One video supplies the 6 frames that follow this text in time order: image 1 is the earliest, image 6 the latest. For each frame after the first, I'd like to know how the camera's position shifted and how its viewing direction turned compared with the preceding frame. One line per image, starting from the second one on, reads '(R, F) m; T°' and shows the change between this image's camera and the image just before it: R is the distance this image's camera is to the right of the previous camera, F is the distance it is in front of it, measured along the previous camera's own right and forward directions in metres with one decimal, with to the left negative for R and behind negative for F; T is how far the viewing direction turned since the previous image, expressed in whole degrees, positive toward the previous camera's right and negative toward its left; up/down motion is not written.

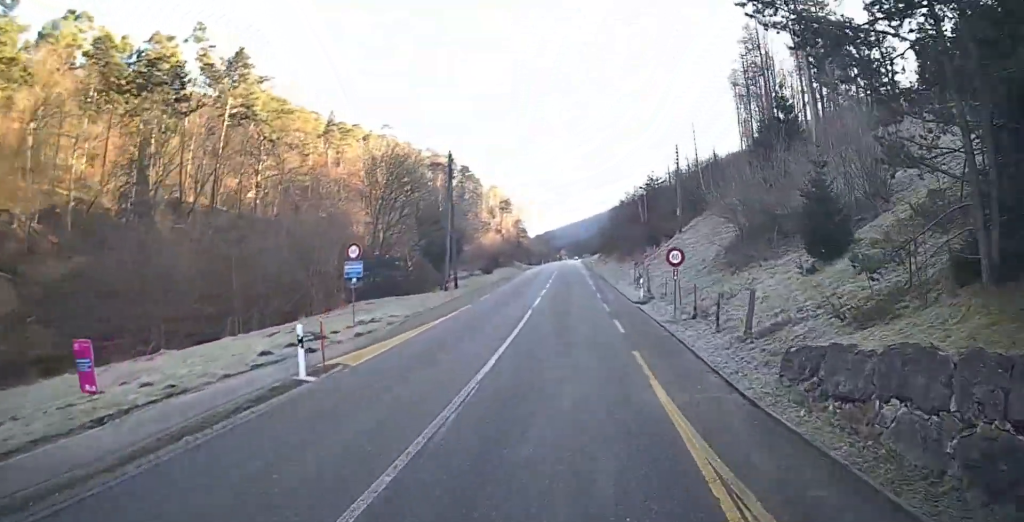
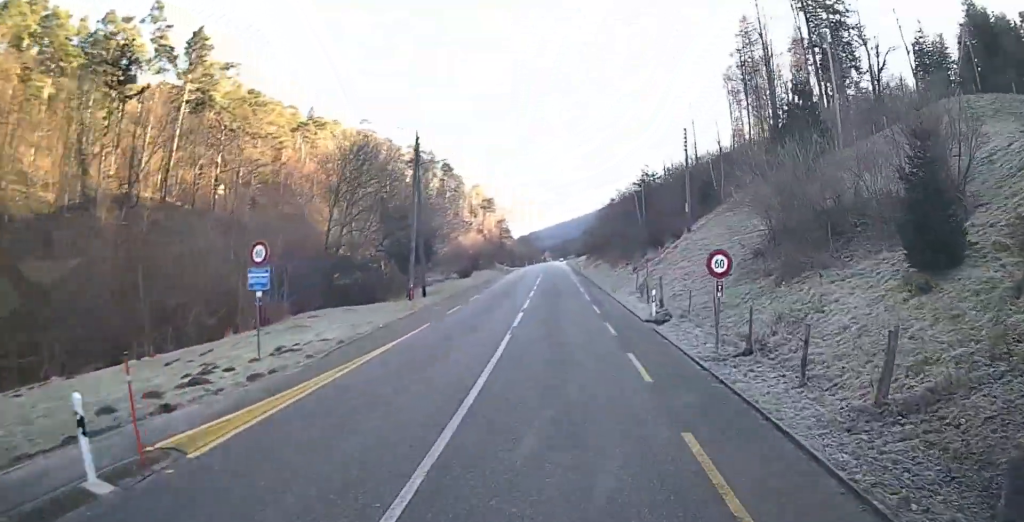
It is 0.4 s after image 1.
(0.0, +5.8) m; 0°
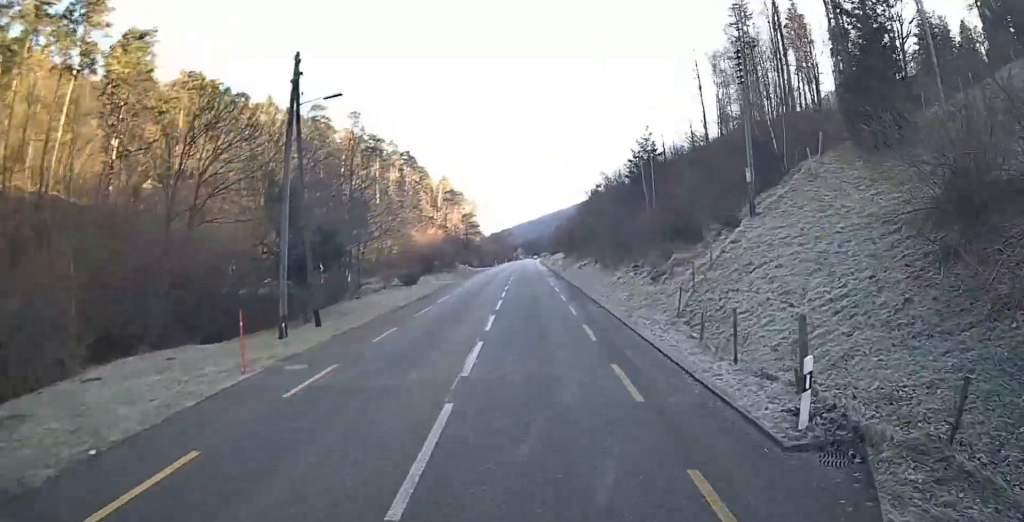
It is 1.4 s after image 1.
(0.0, +13.0) m; 0°
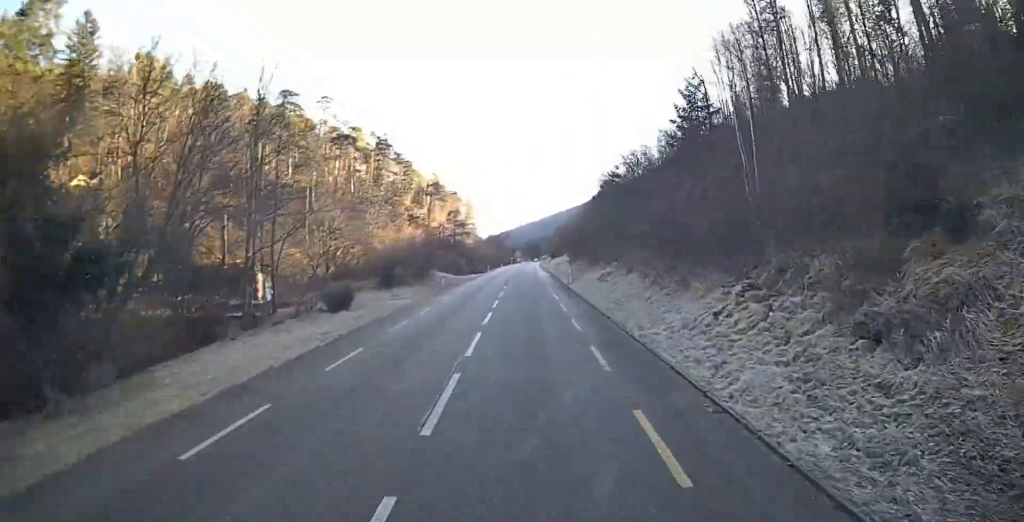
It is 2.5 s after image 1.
(0.0, +14.9) m; +3°
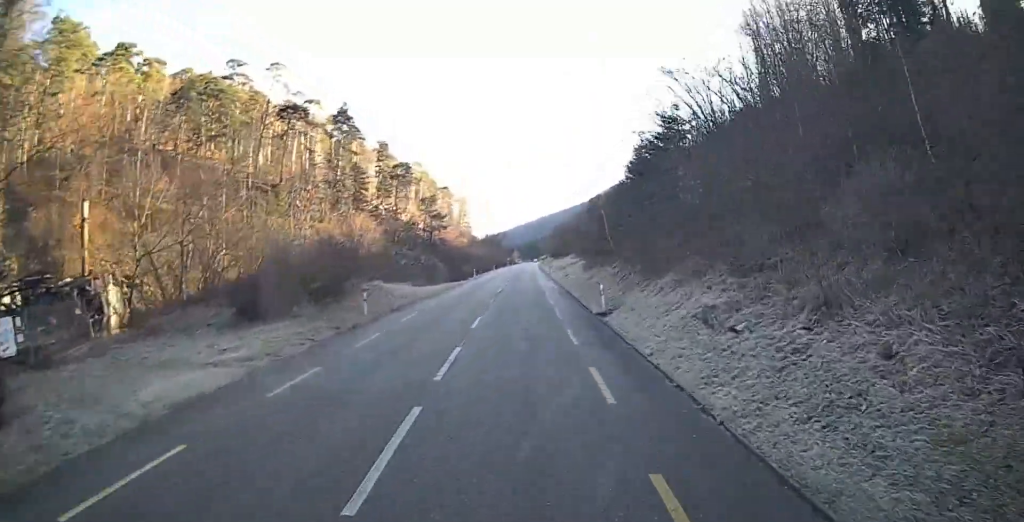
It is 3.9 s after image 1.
(+0.7, +19.4) m; +1°
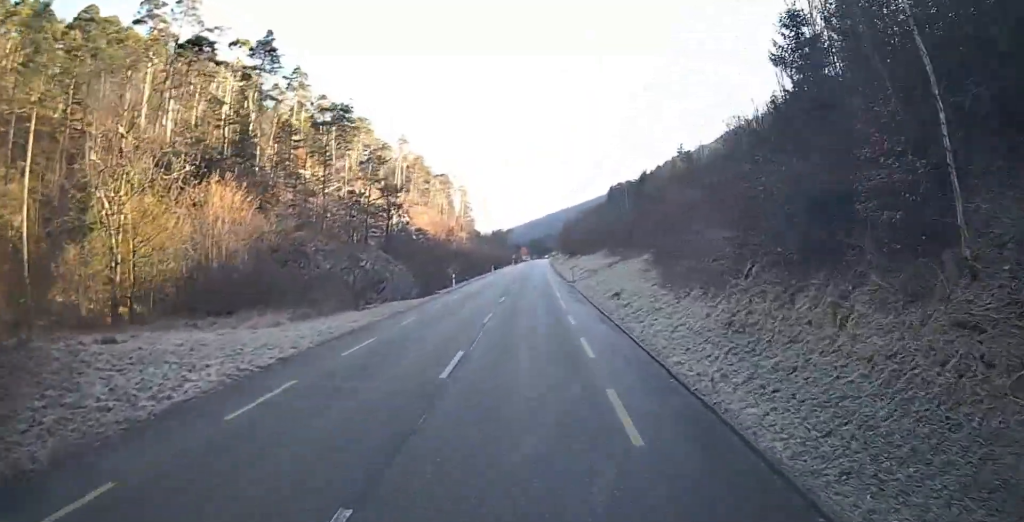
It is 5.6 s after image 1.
(-0.3, +24.3) m; -1°
